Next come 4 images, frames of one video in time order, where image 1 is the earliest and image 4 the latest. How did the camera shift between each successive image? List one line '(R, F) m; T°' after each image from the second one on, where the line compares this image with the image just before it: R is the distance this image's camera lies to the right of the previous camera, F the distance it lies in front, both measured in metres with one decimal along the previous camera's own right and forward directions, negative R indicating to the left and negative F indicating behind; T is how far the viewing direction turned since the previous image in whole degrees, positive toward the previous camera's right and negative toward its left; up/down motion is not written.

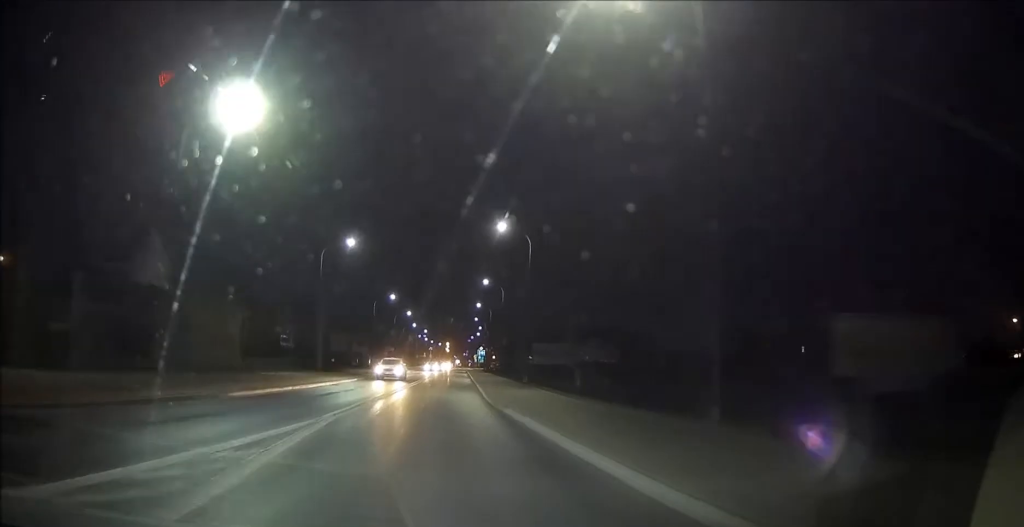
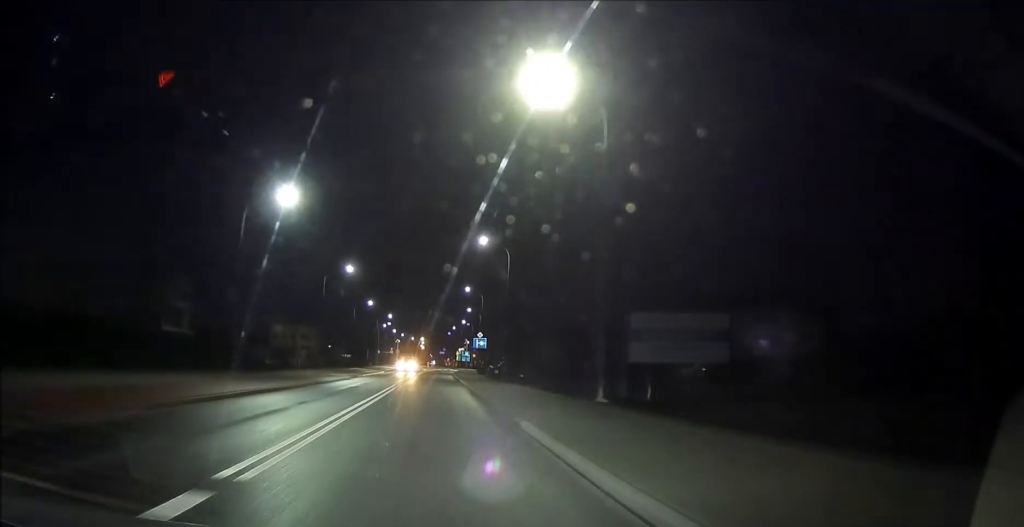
(+0.5, +51.3) m; +2°
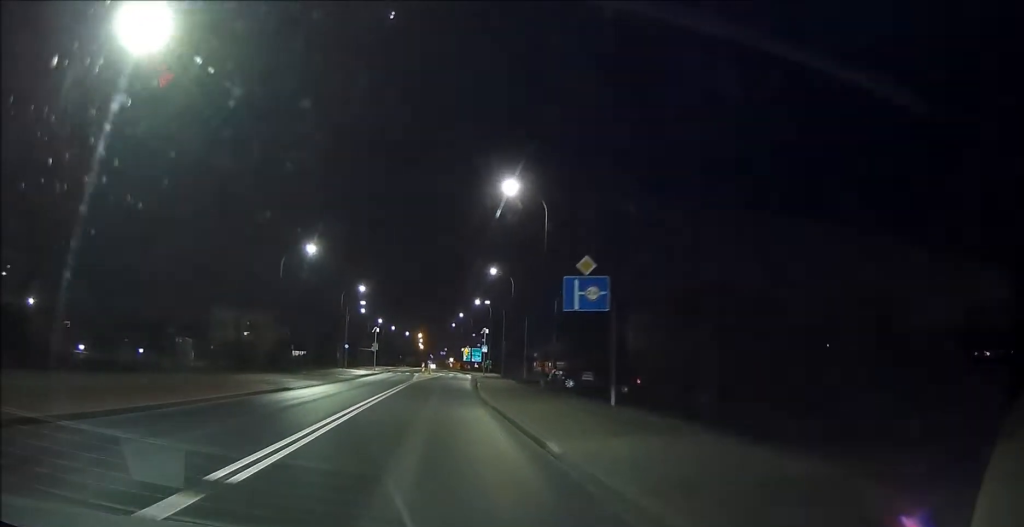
(-0.2, +47.3) m; -1°
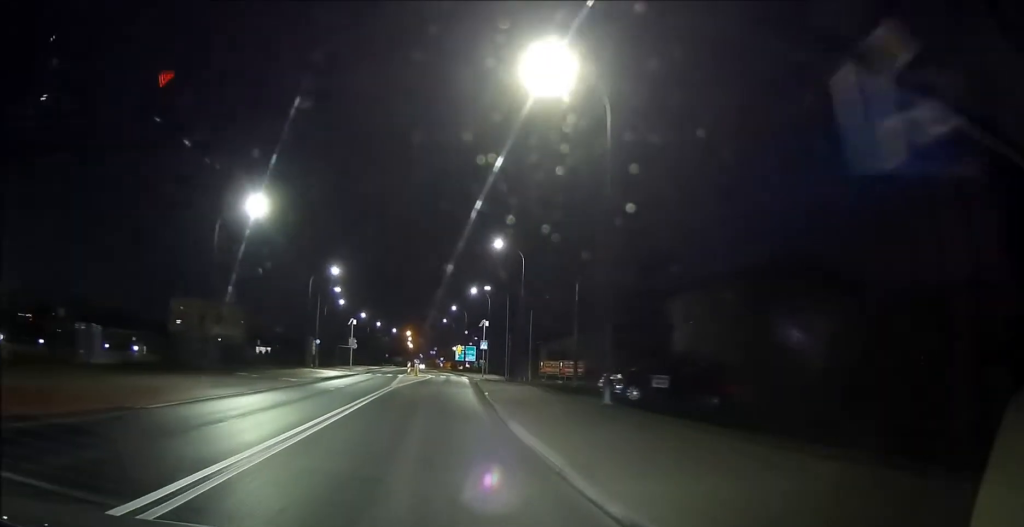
(+0.1, +14.2) m; +1°
